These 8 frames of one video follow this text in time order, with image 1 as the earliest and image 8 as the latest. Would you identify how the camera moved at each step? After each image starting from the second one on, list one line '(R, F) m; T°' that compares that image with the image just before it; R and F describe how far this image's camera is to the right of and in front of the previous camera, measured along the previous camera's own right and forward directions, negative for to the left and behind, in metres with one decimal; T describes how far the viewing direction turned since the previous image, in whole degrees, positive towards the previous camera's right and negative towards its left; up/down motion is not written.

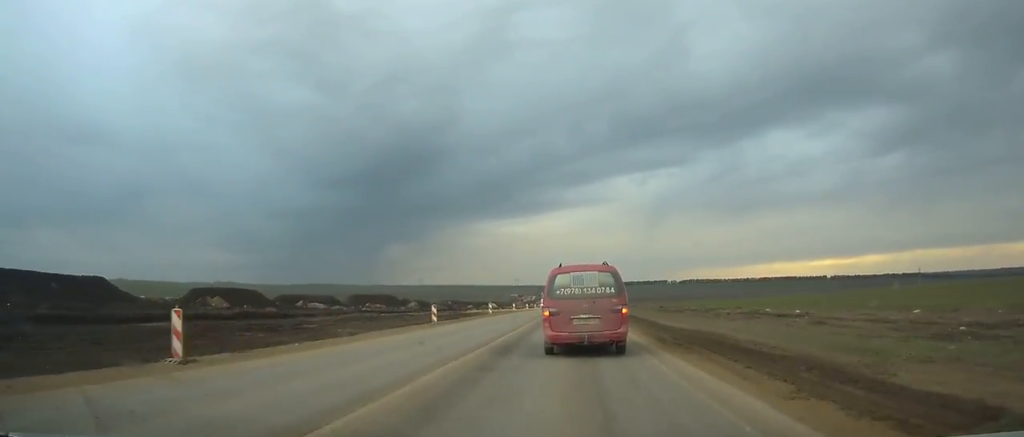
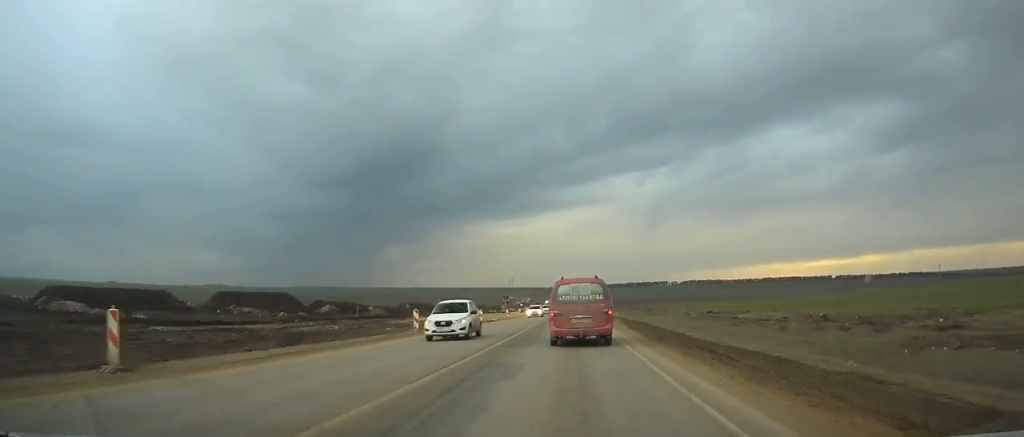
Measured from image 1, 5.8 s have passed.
(+0.3, +53.9) m; +1°
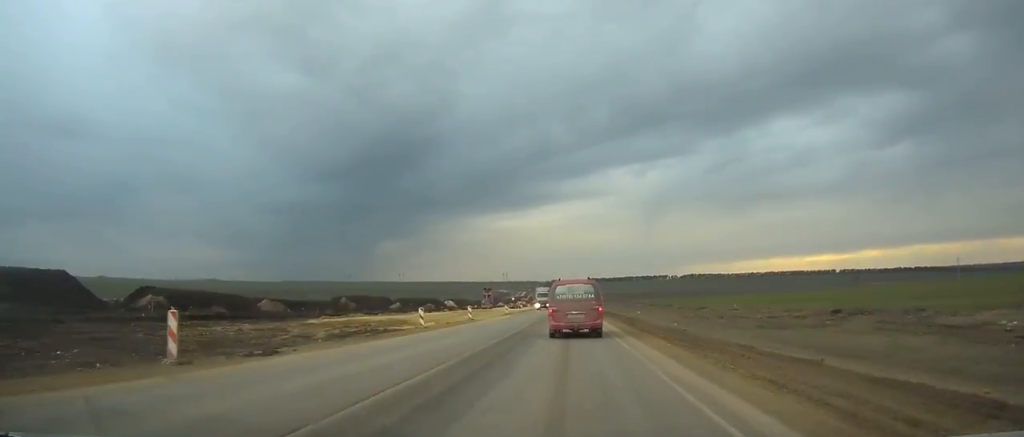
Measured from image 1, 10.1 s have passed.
(0.0, +43.3) m; 0°
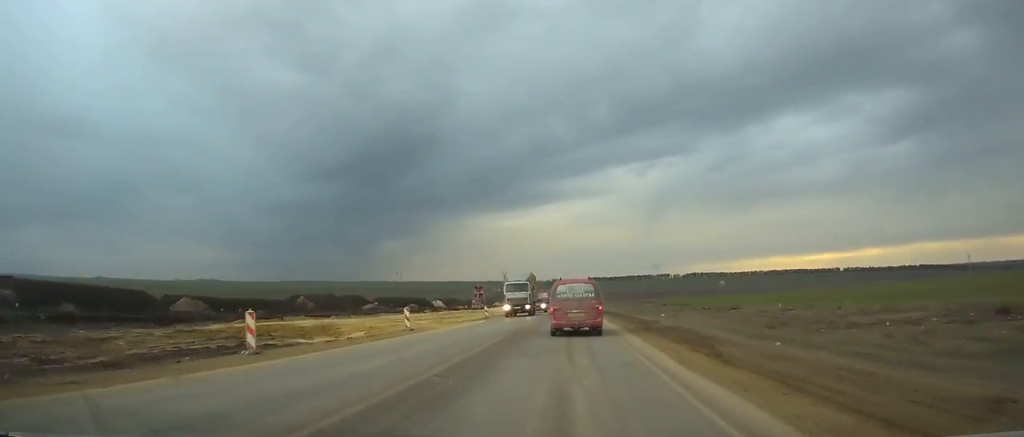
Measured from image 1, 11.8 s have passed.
(0.0, +18.2) m; 0°
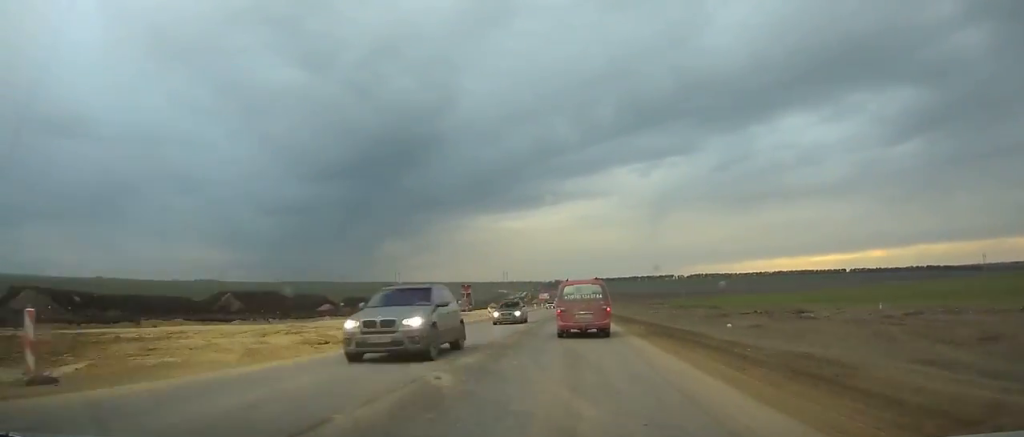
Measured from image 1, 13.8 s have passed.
(0.0, +22.2) m; 0°
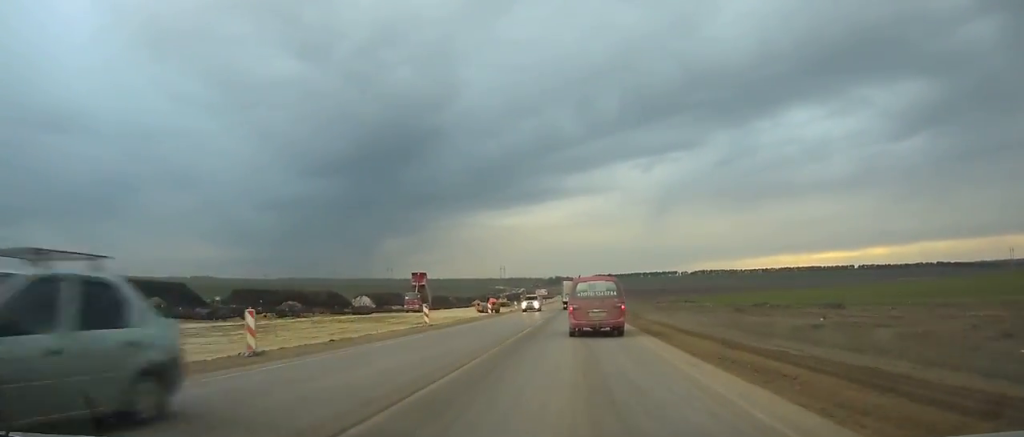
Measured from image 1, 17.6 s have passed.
(-0.3, +43.8) m; 0°
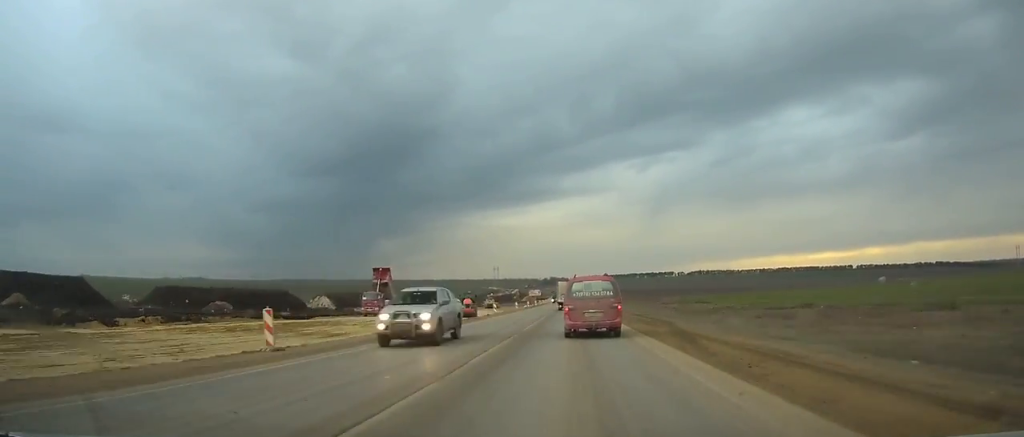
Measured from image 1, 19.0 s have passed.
(+0.2, +16.8) m; 0°
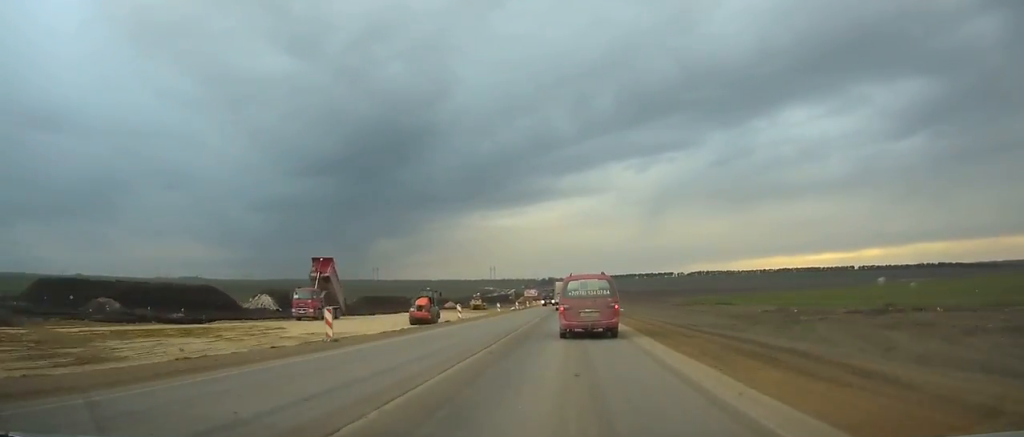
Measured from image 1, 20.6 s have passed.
(+0.1, +19.4) m; 0°
